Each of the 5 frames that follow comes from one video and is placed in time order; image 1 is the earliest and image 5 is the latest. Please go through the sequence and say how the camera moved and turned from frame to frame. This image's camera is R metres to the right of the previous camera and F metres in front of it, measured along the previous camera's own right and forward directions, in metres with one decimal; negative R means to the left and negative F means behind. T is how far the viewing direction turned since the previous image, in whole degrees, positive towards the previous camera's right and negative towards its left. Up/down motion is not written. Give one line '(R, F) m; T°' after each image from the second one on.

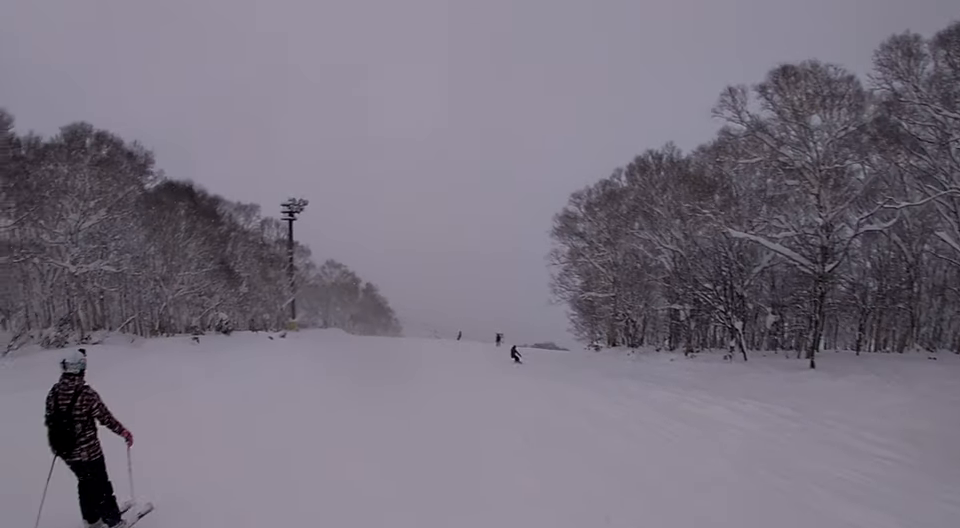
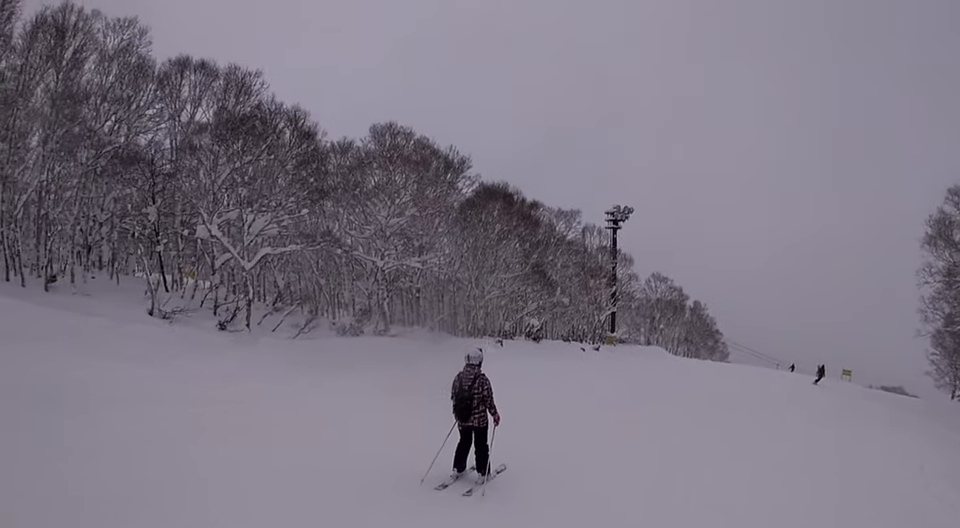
(-1.0, +4.9) m; -4°
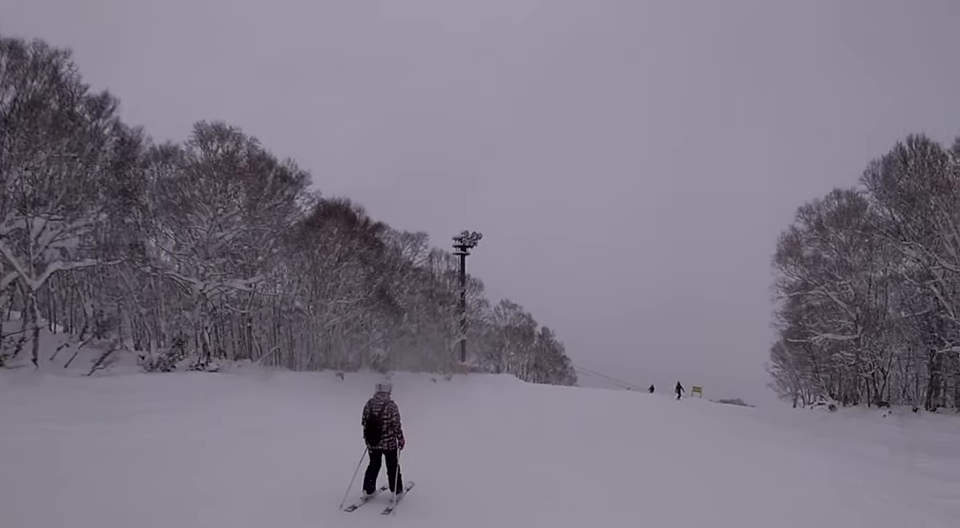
(+0.7, +3.3) m; +13°
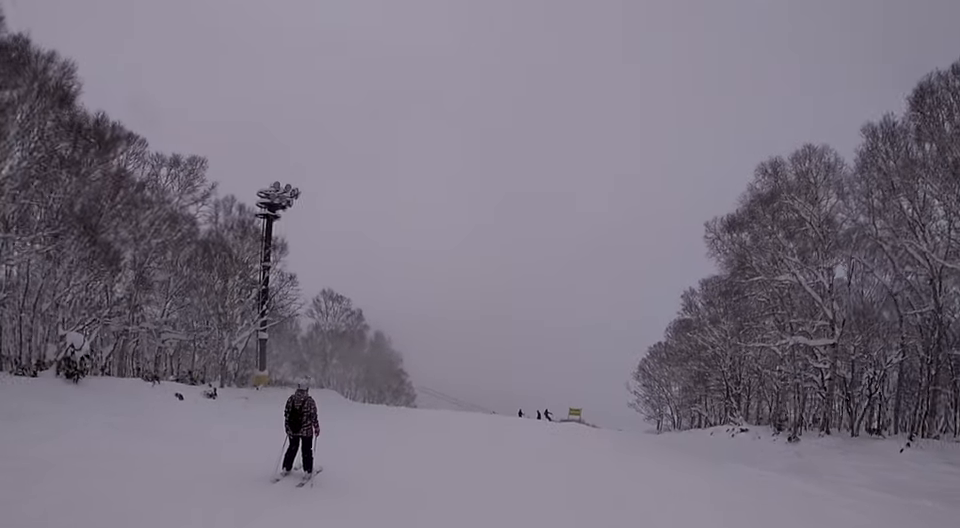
(-1.5, +14.9) m; -6°
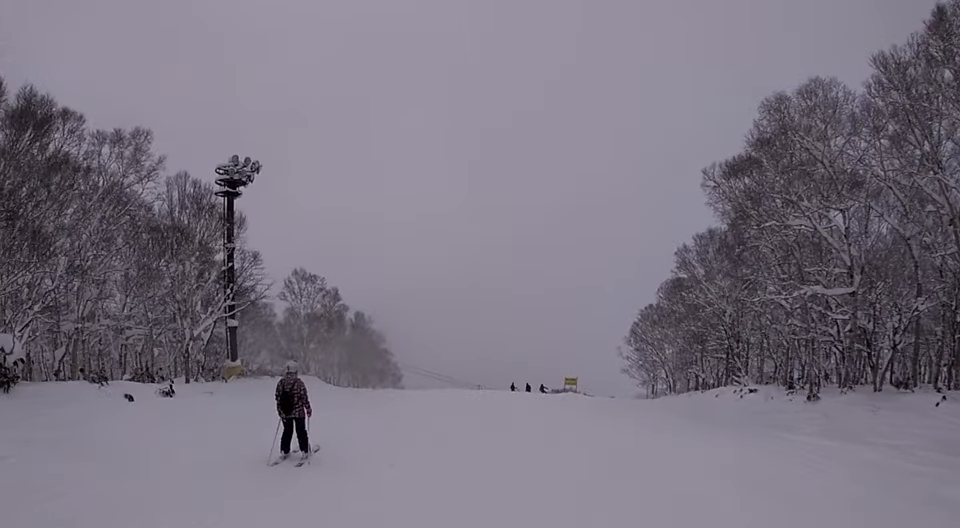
(+0.5, +2.7) m; +11°
